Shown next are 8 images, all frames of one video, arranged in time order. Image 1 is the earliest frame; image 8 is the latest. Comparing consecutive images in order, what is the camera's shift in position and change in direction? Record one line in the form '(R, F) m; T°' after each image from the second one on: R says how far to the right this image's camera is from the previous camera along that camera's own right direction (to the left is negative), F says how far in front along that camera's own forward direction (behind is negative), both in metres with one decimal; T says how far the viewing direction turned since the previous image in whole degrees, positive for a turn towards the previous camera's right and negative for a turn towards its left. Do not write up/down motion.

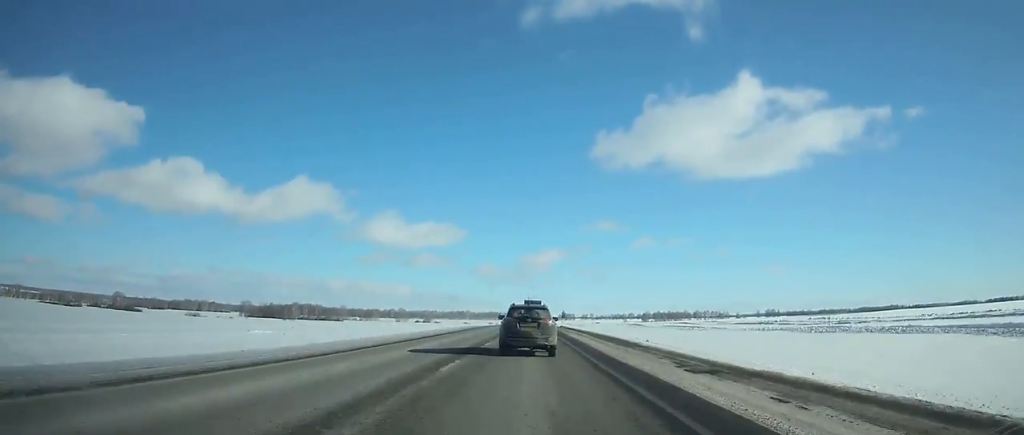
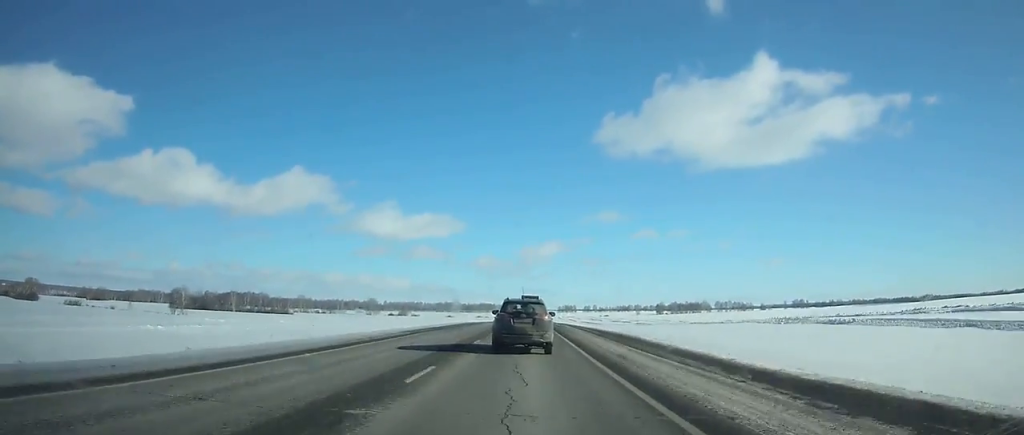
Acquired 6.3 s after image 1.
(-0.2, +145.3) m; 0°
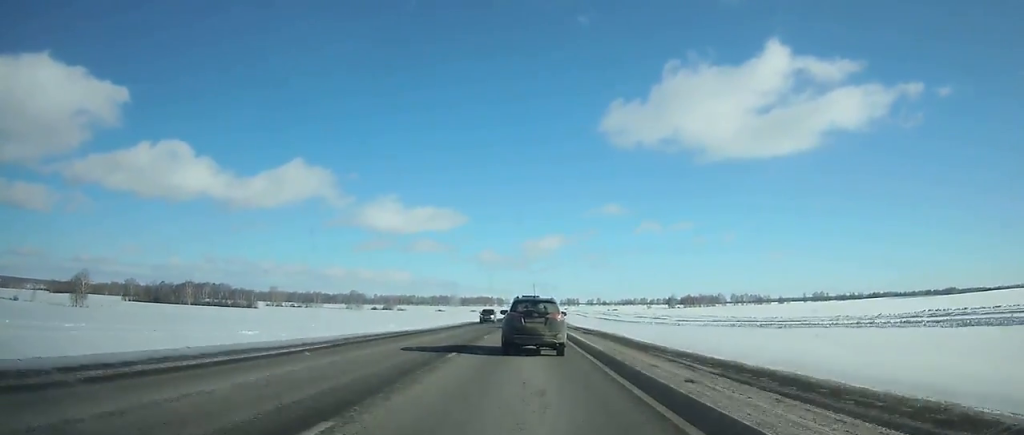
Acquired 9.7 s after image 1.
(0.0, +78.7) m; 0°
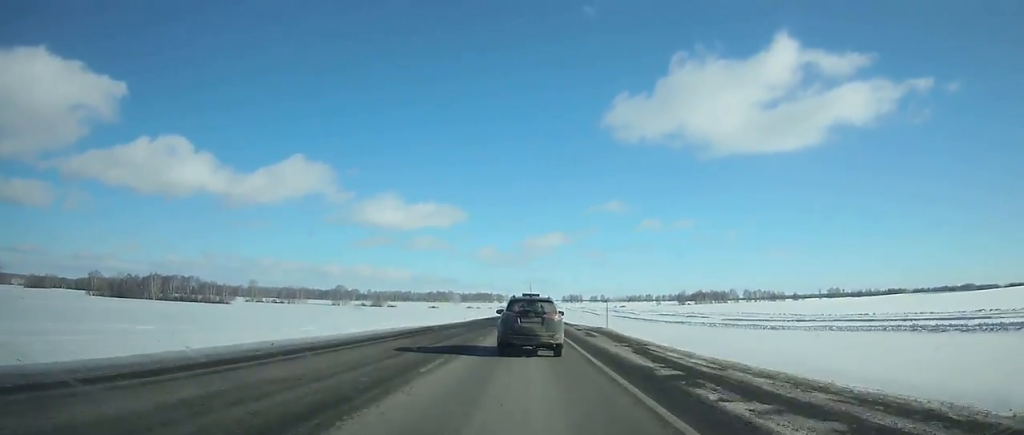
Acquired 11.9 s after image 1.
(0.0, +50.7) m; 0°
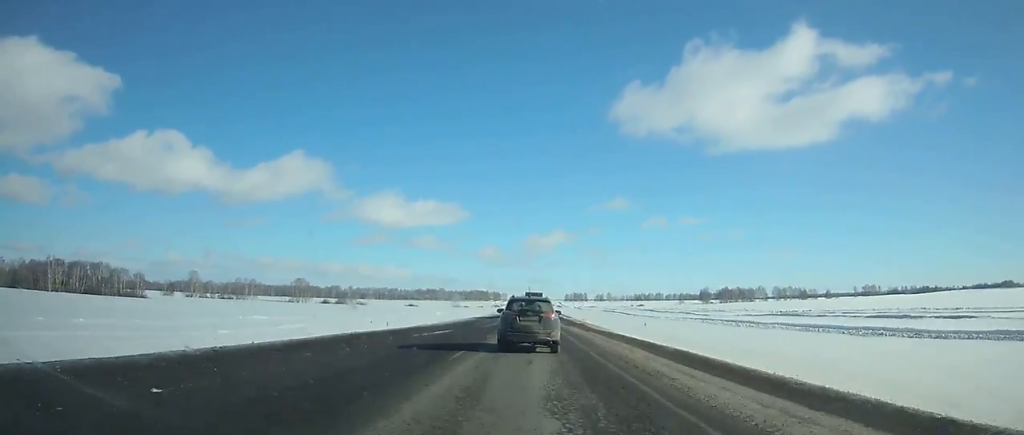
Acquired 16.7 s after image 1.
(0.0, +109.4) m; 0°
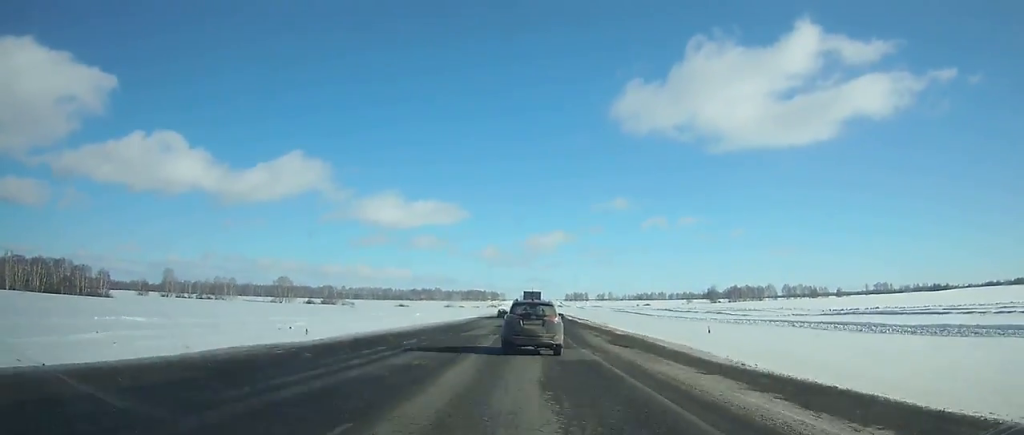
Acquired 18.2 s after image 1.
(+0.1, +33.6) m; 0°
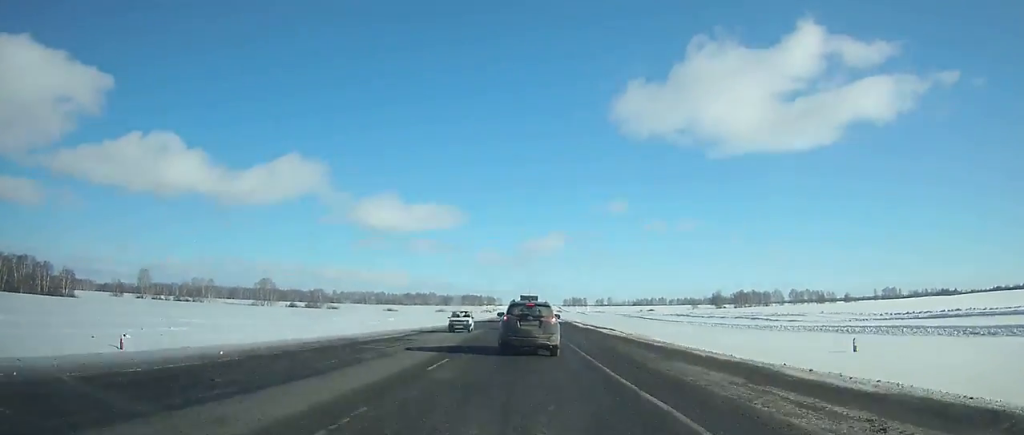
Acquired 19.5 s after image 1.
(+0.1, +29.1) m; 0°
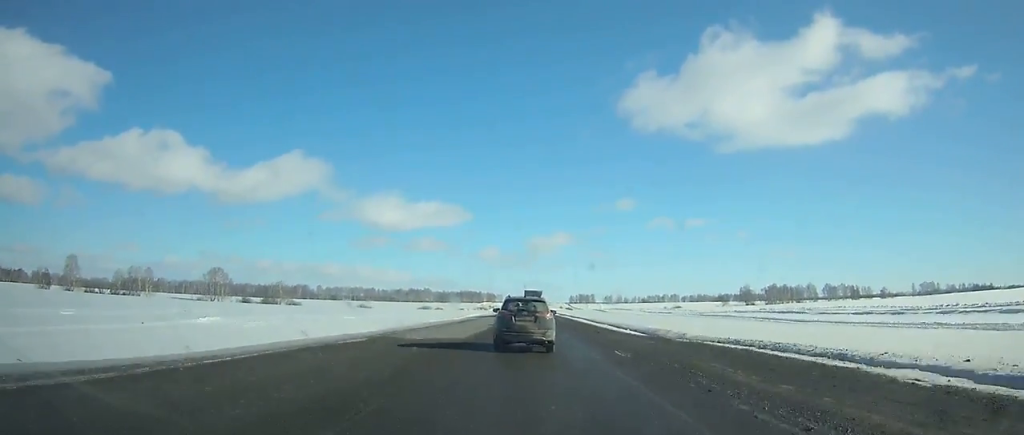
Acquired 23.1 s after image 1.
(-0.2, +79.2) m; 0°
